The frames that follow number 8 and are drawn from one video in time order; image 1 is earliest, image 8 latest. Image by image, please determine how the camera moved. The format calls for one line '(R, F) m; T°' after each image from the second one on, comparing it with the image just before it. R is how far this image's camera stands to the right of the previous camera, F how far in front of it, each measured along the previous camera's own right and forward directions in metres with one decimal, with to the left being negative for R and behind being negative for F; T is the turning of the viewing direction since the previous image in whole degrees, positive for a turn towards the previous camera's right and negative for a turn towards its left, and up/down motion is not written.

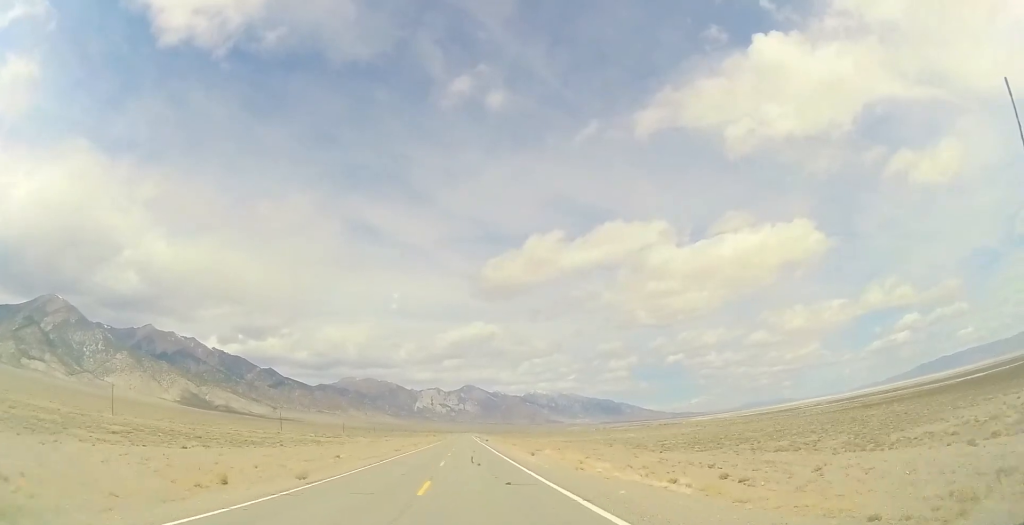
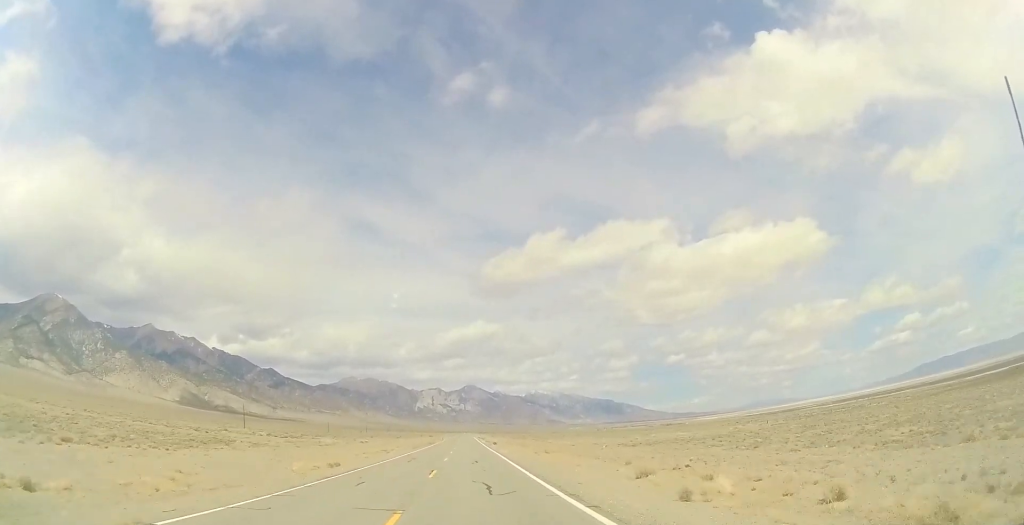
(+0.3, +31.3) m; 0°
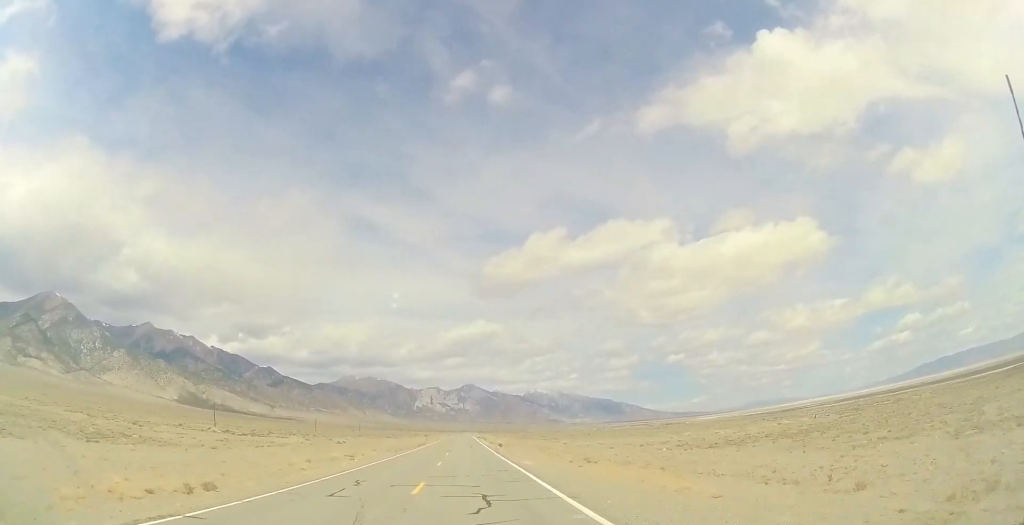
(0.0, +17.9) m; 0°
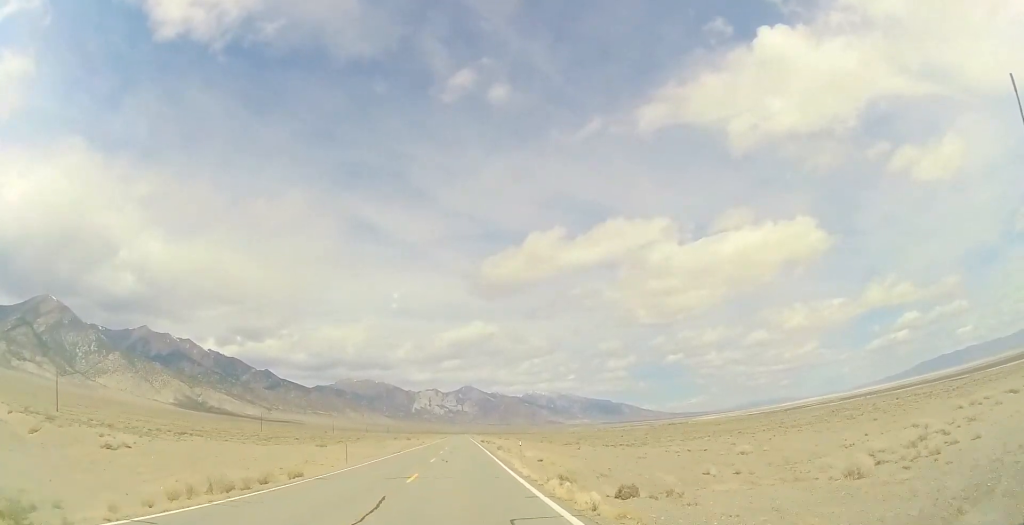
(+0.1, +57.6) m; 0°
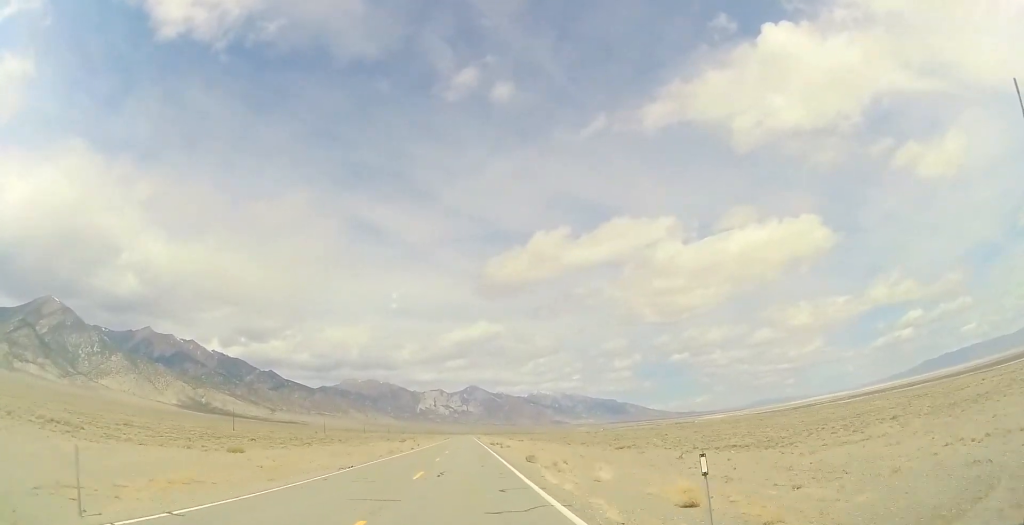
(-0.2, +23.7) m; -1°
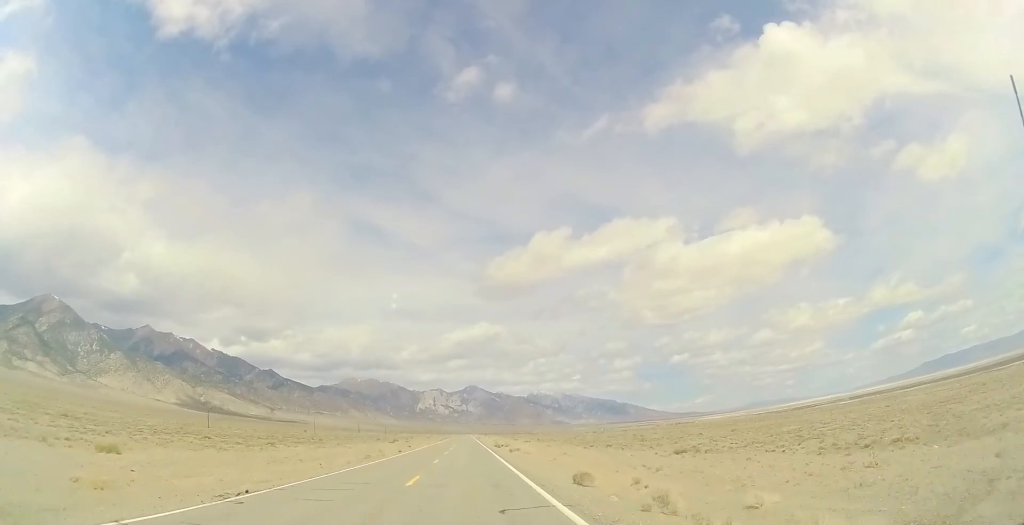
(-0.2, +14.6) m; 0°
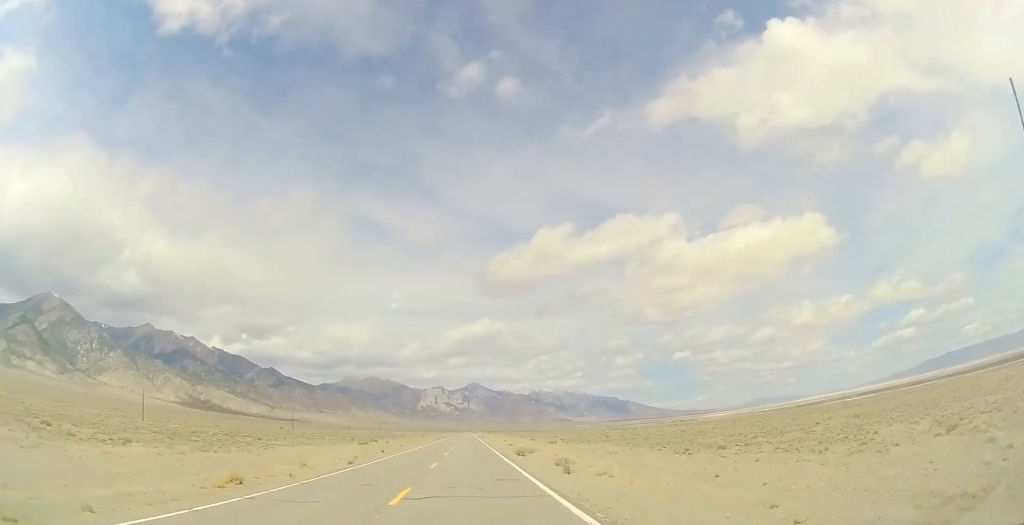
(-0.1, +29.2) m; 0°
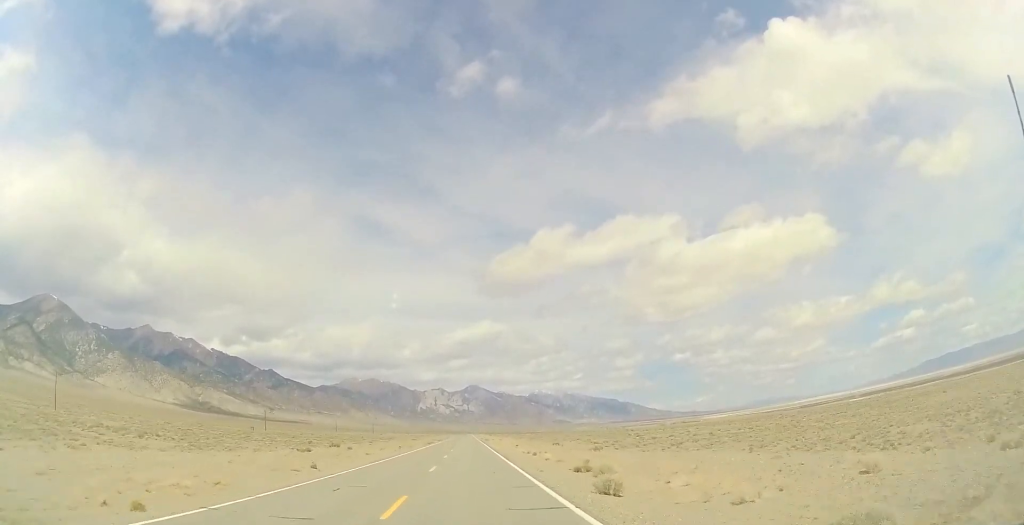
(+0.2, +26.2) m; +1°
